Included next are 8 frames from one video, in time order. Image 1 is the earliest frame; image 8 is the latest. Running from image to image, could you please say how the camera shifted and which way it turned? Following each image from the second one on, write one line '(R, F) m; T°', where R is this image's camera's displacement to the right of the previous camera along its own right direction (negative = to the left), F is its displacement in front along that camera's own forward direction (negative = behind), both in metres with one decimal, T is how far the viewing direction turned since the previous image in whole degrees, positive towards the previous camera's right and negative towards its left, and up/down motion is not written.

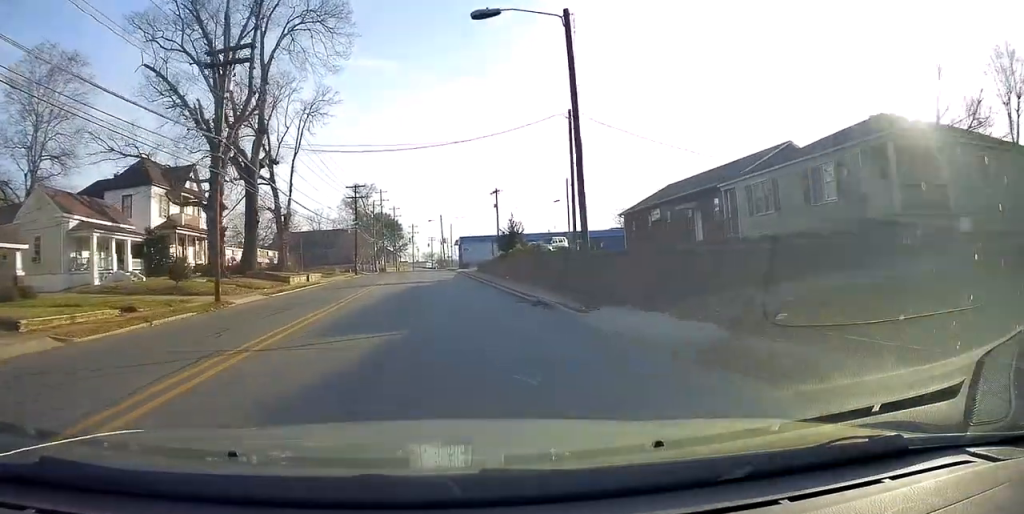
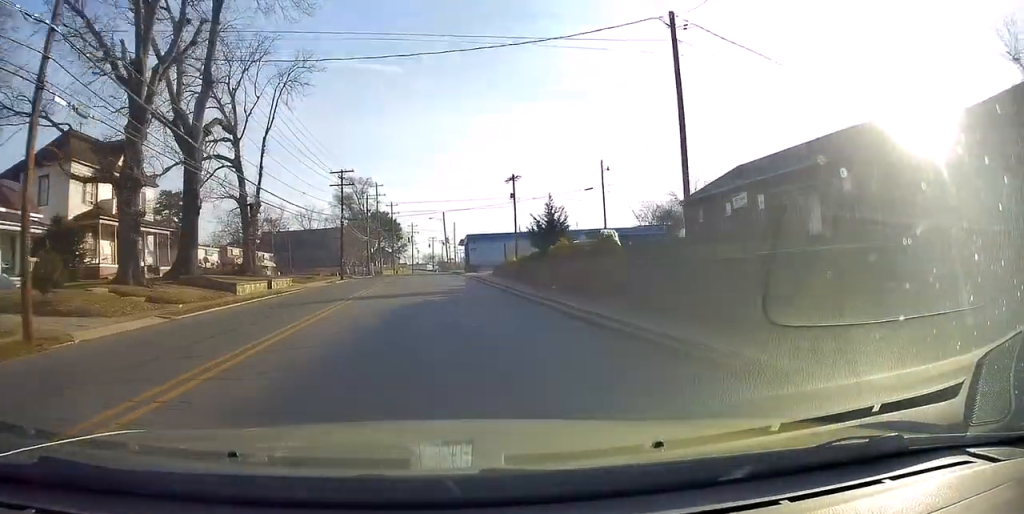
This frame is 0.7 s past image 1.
(+0.1, +12.4) m; +1°
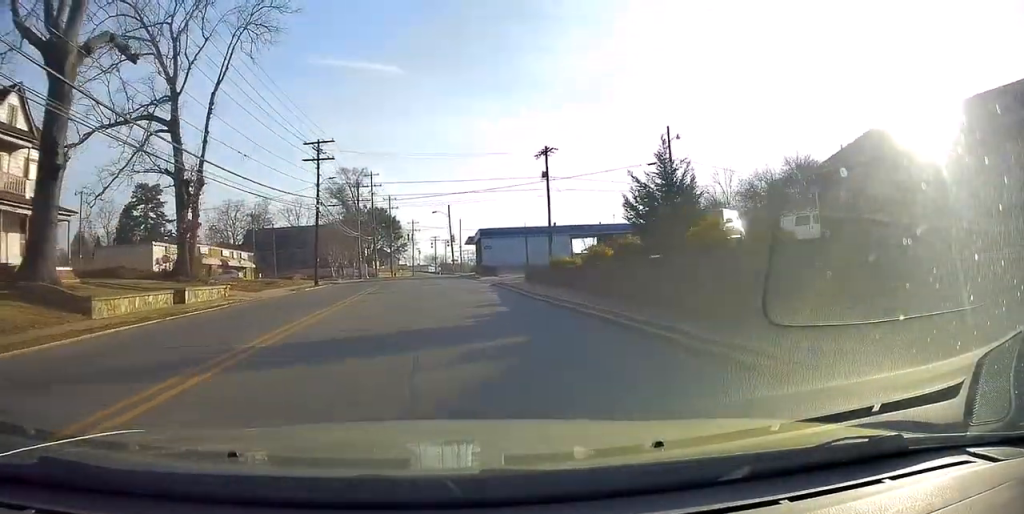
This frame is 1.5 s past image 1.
(+0.2, +14.1) m; +1°
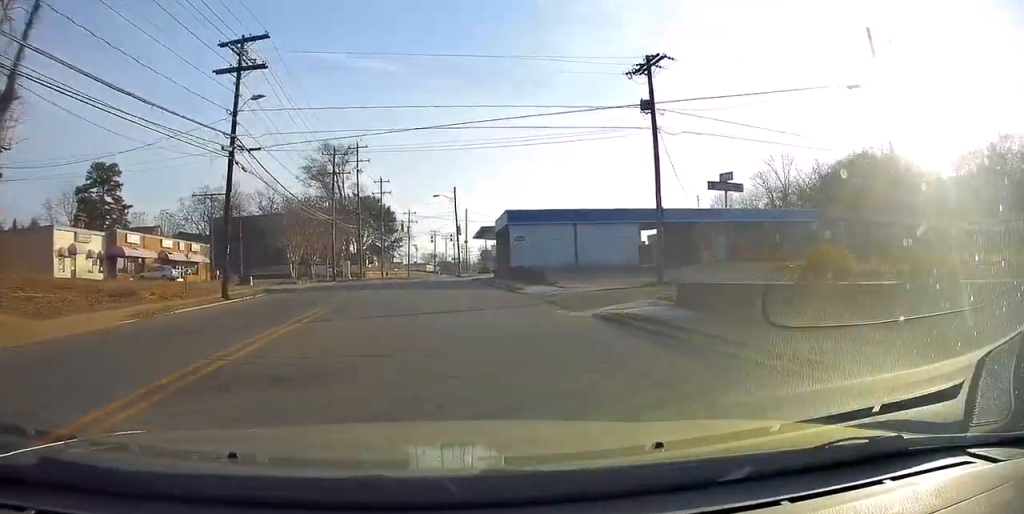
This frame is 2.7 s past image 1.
(+0.1, +20.2) m; 0°
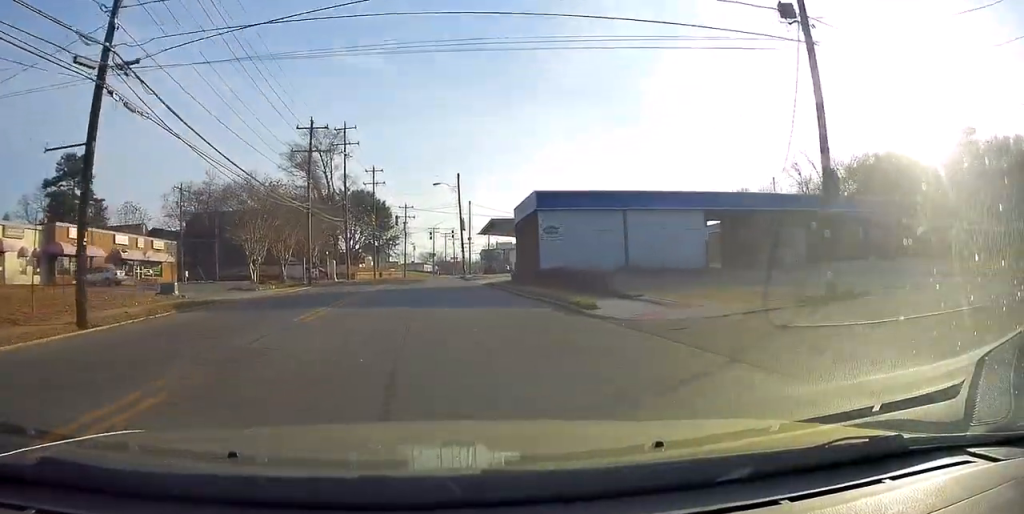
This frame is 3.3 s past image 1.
(-0.1, +11.2) m; 0°
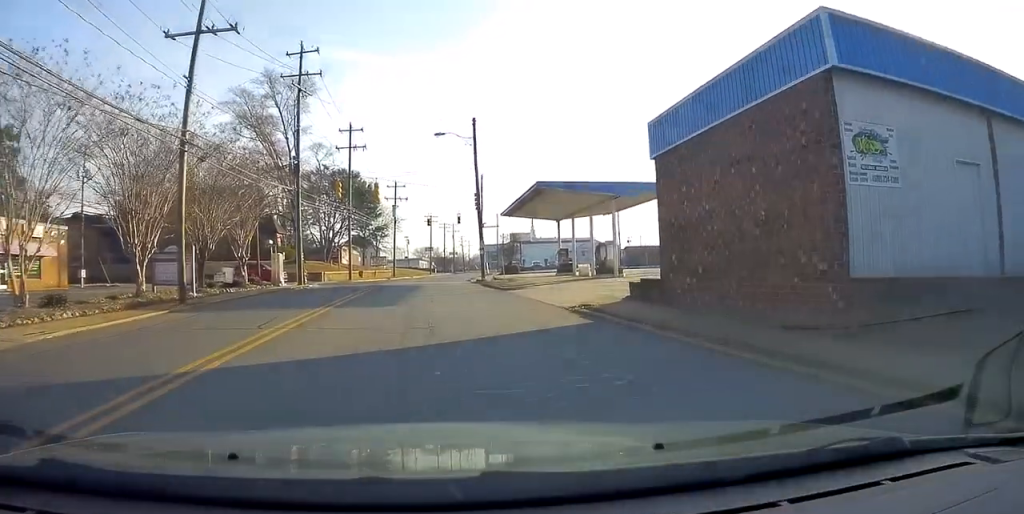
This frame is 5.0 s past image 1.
(+0.3, +23.1) m; 0°
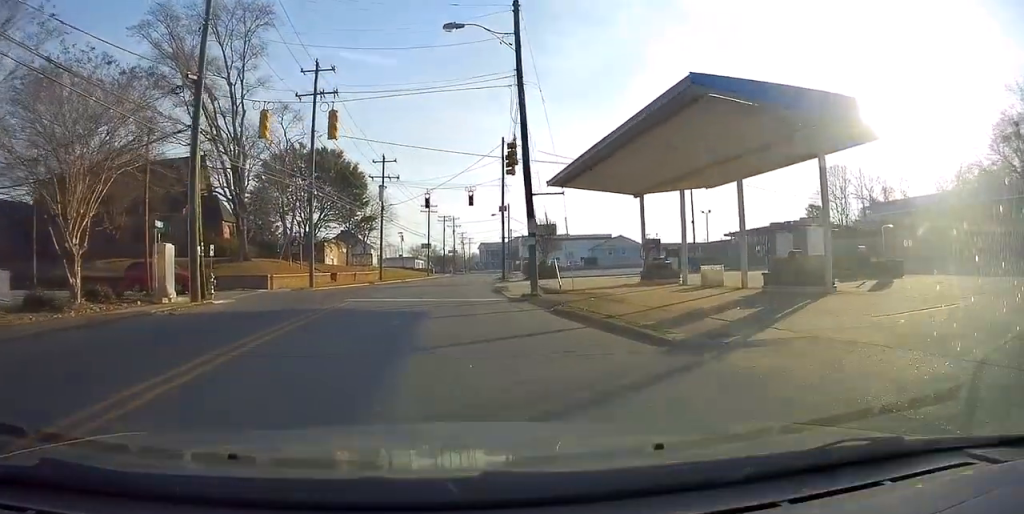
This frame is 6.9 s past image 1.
(-0.1, +18.4) m; +2°
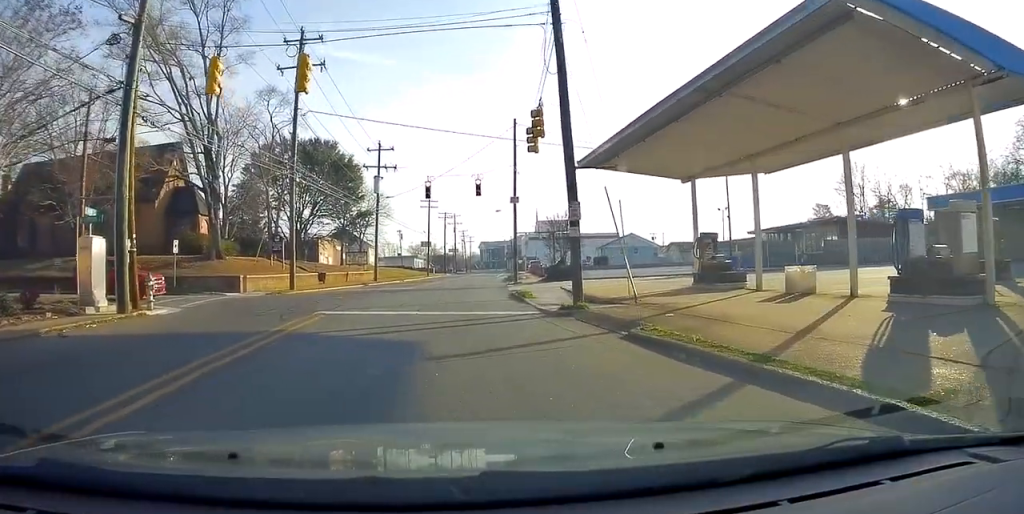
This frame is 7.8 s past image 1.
(0.0, +5.6) m; +1°
